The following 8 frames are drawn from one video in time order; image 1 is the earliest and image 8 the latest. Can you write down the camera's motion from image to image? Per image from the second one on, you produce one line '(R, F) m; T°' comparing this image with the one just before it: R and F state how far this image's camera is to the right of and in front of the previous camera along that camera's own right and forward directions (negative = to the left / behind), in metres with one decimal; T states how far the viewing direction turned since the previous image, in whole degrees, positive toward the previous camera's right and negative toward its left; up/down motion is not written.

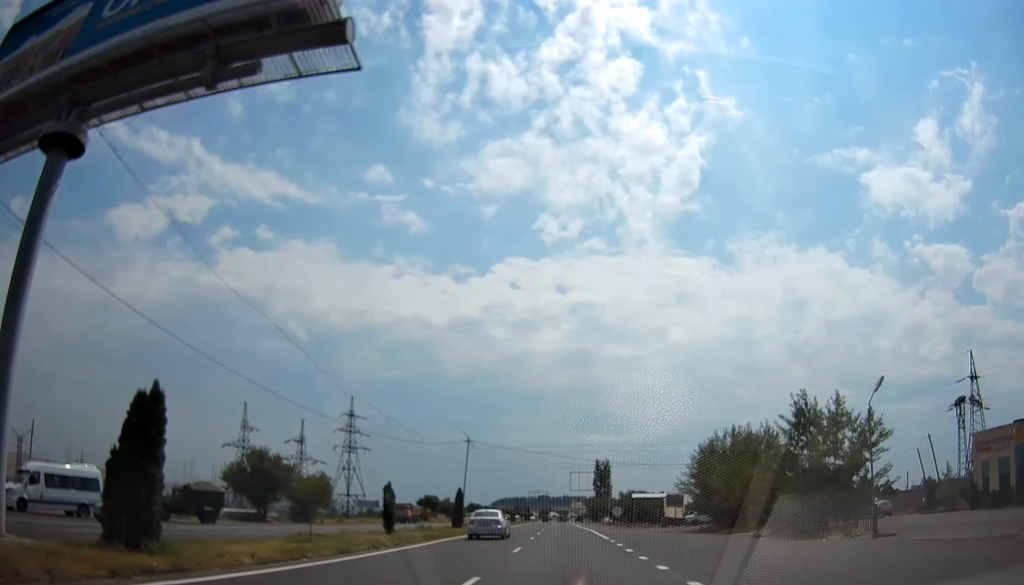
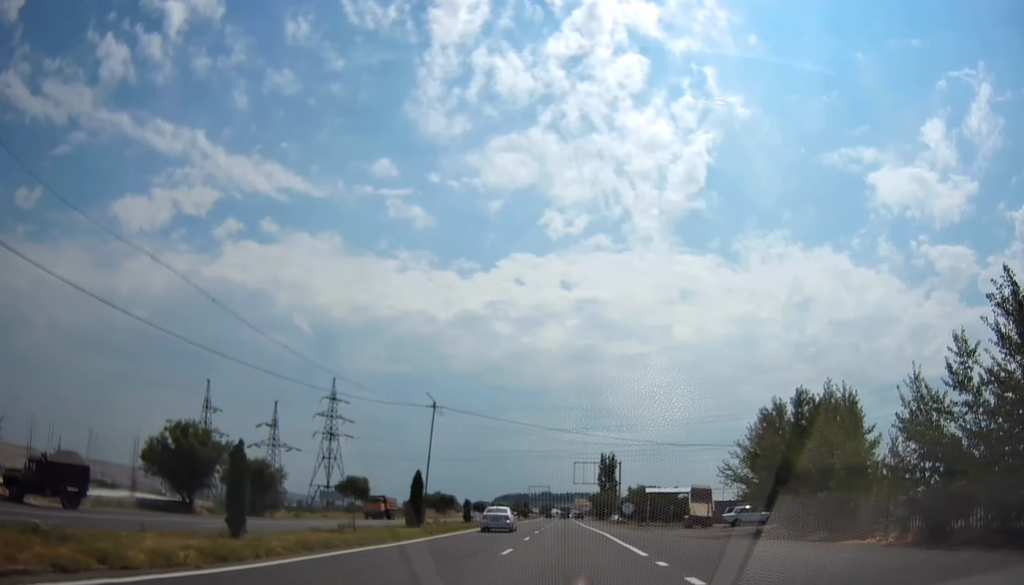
(-0.2, +15.1) m; 0°
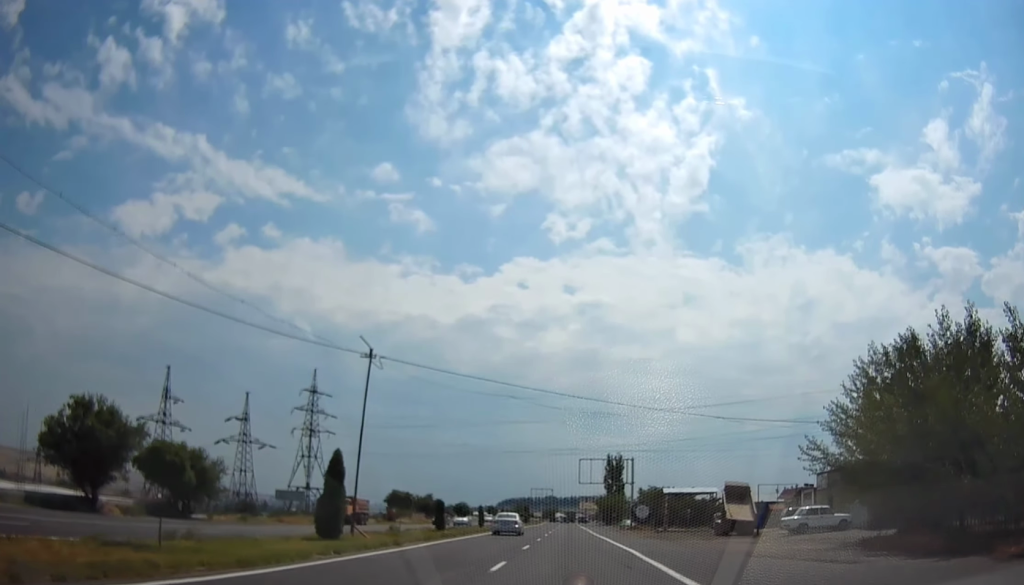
(+0.1, +13.5) m; +1°
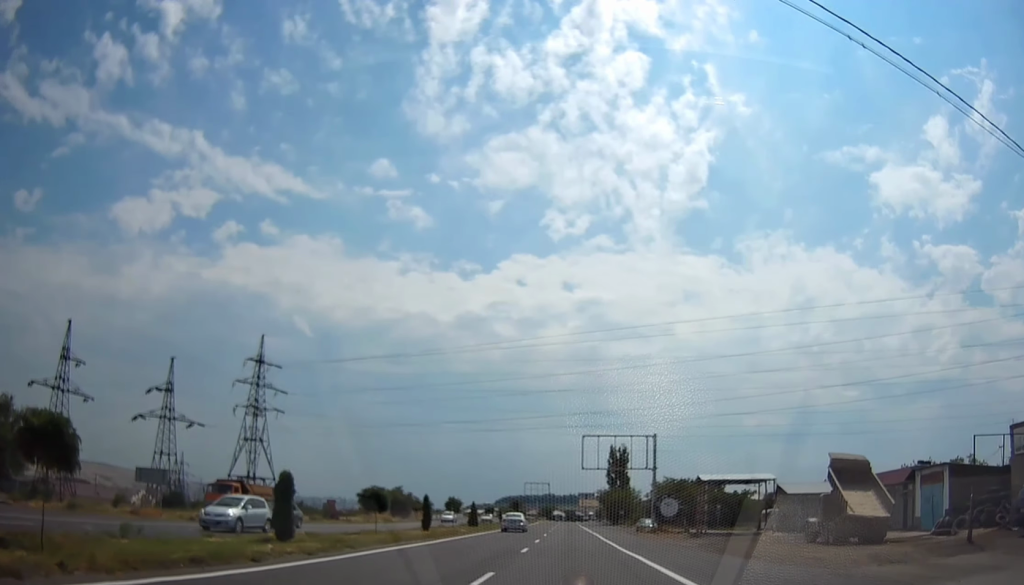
(-0.1, +23.5) m; -1°
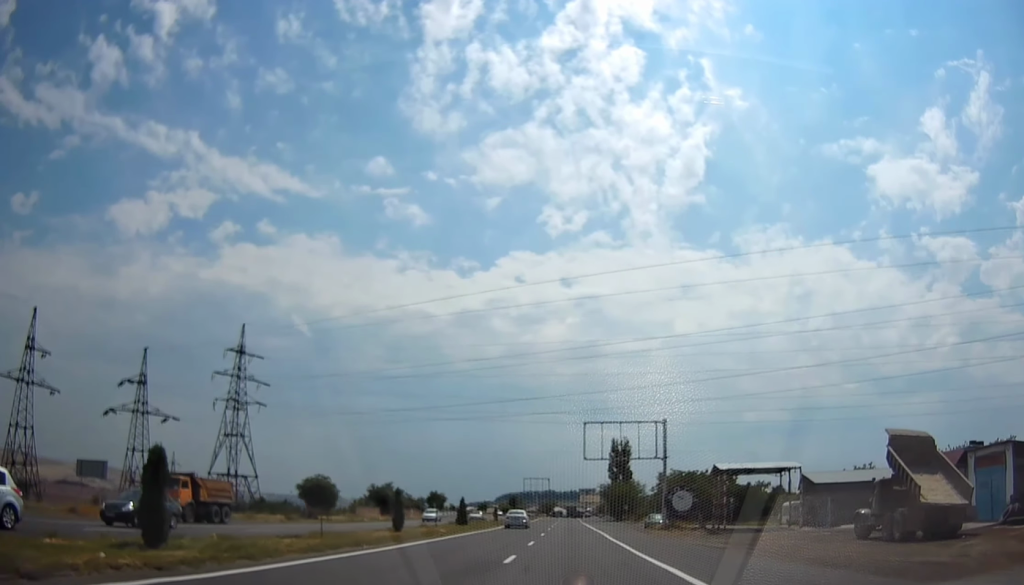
(0.0, +6.6) m; 0°
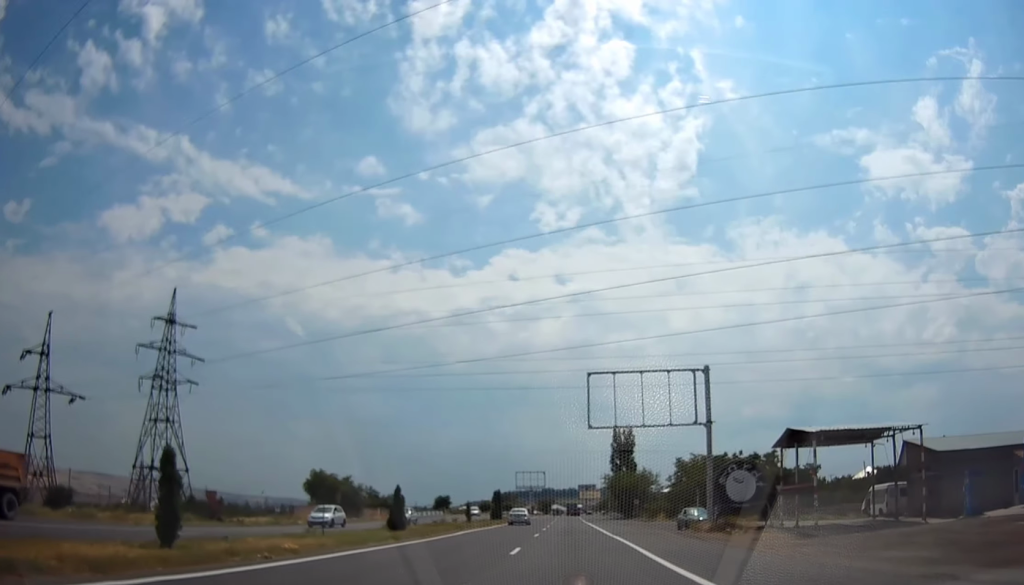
(-0.2, +19.1) m; -1°
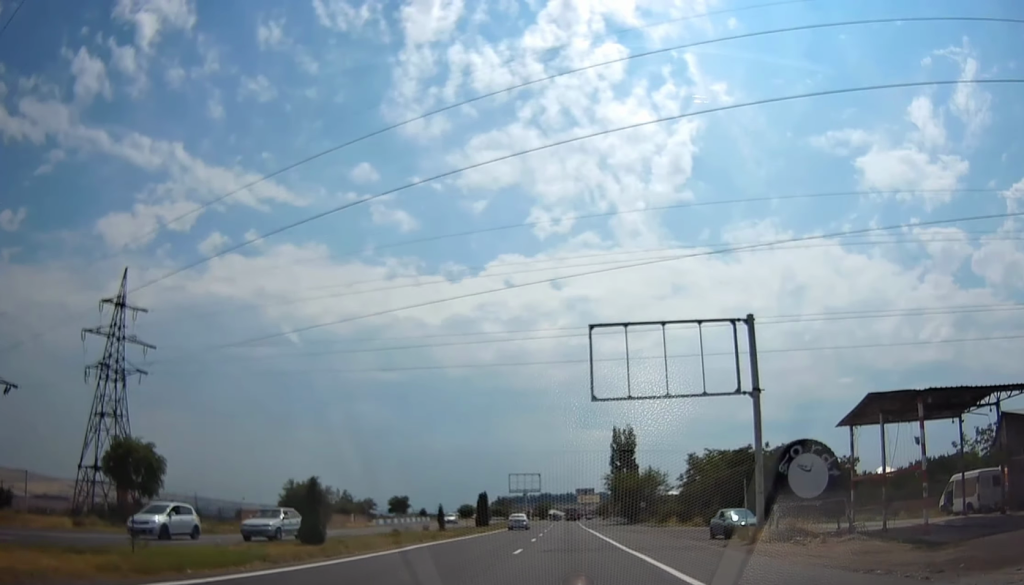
(-0.2, +10.6) m; 0°
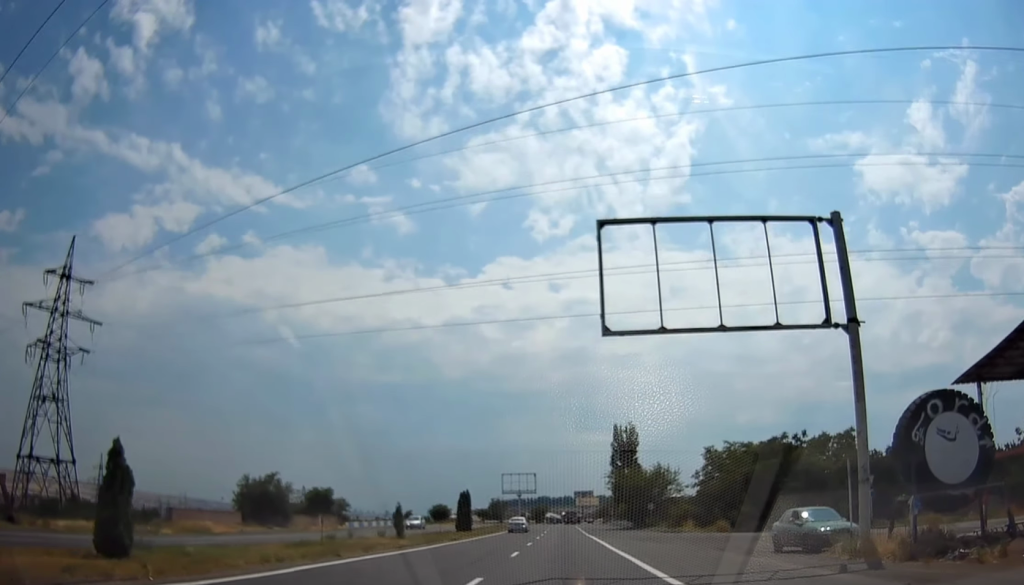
(+0.2, +10.5) m; +1°
